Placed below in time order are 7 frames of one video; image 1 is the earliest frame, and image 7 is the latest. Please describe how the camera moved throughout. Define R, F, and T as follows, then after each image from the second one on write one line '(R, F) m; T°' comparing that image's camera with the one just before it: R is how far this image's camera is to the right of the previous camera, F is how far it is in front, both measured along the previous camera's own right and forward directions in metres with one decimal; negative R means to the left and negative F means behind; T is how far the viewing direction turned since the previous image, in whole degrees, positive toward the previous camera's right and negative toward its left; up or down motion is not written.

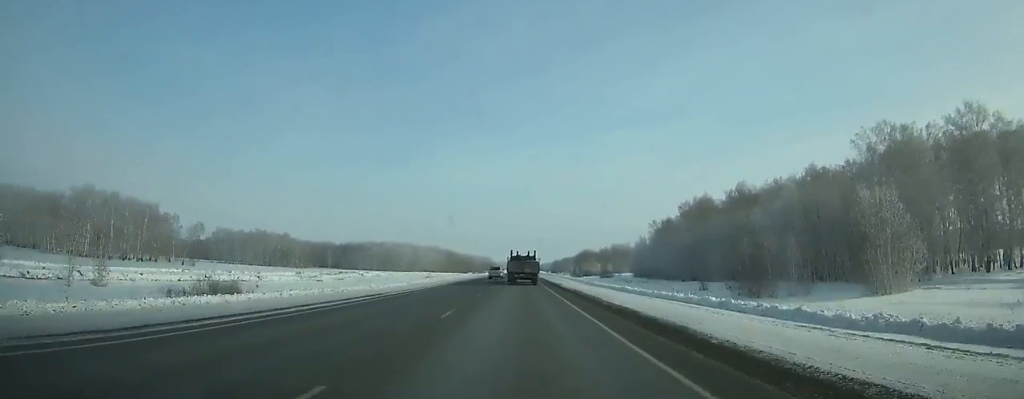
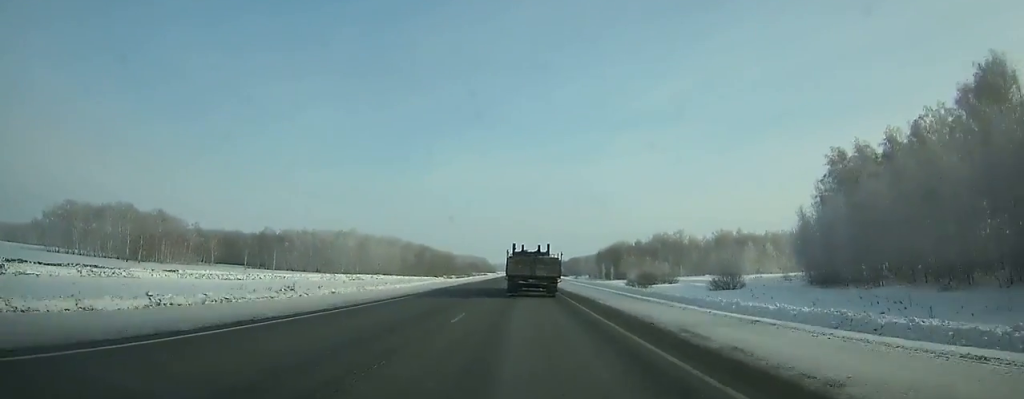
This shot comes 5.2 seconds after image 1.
(+0.2, +117.8) m; 0°
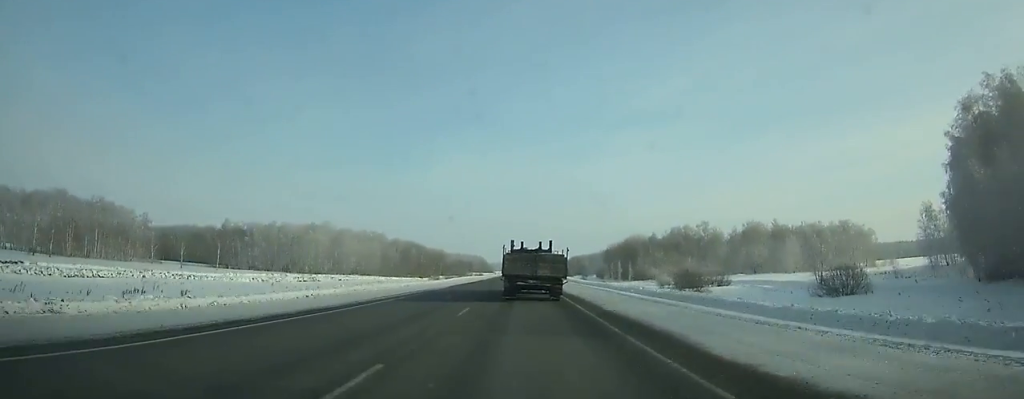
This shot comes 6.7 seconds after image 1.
(0.0, +32.4) m; 0°
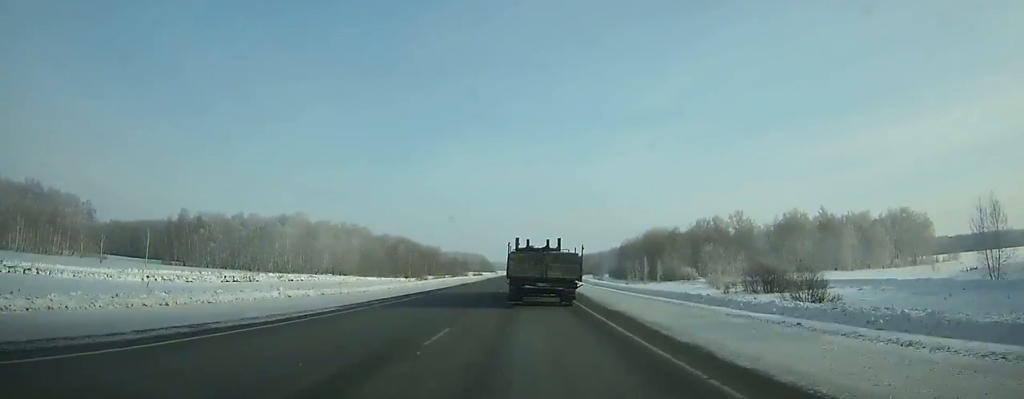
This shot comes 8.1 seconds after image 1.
(0.0, +29.6) m; 0°
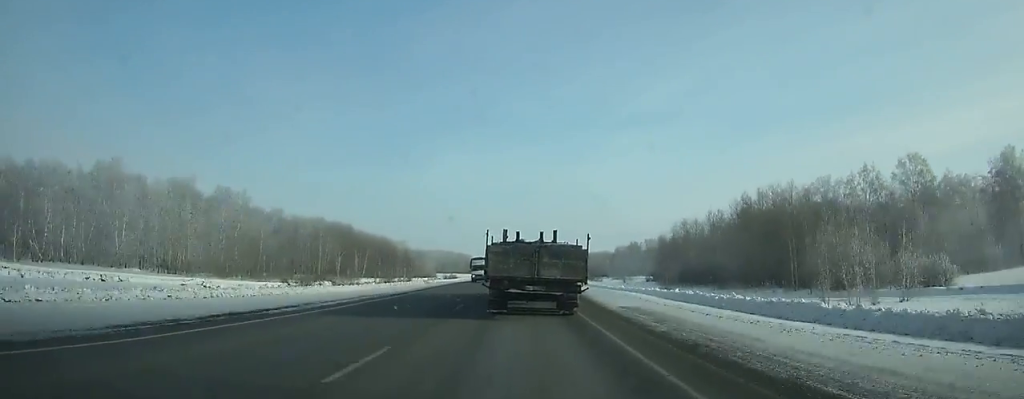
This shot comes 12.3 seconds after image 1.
(+0.3, +86.2) m; 0°
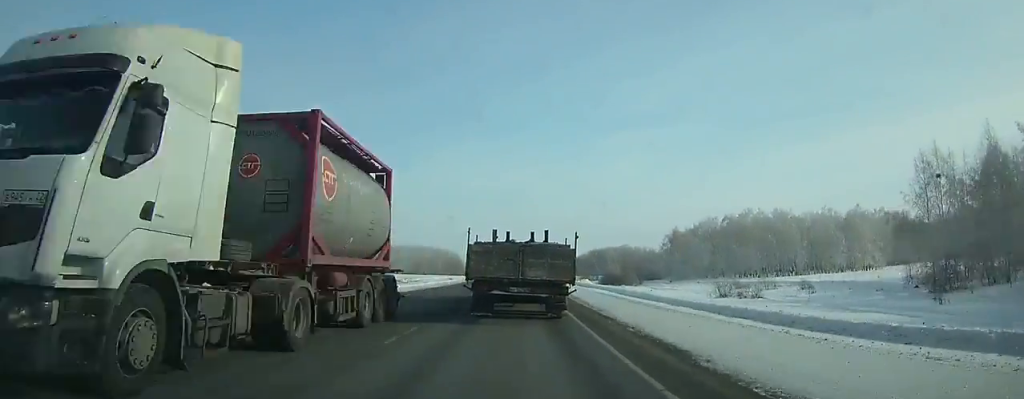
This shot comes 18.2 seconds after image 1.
(-0.7, +121.9) m; -1°
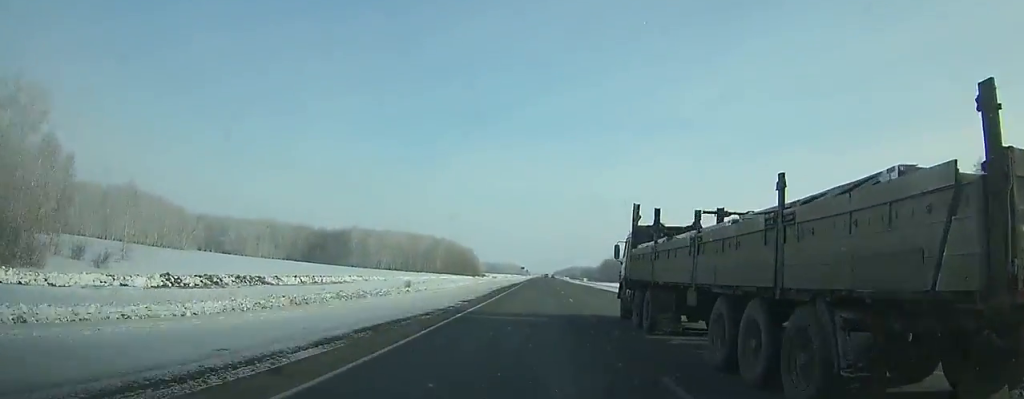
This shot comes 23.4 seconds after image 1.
(-0.9, +114.7) m; +1°
